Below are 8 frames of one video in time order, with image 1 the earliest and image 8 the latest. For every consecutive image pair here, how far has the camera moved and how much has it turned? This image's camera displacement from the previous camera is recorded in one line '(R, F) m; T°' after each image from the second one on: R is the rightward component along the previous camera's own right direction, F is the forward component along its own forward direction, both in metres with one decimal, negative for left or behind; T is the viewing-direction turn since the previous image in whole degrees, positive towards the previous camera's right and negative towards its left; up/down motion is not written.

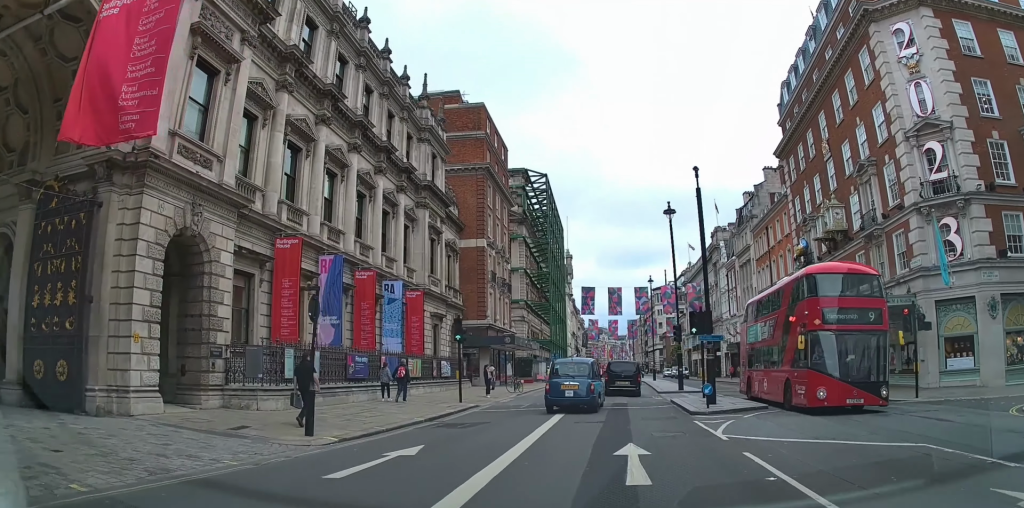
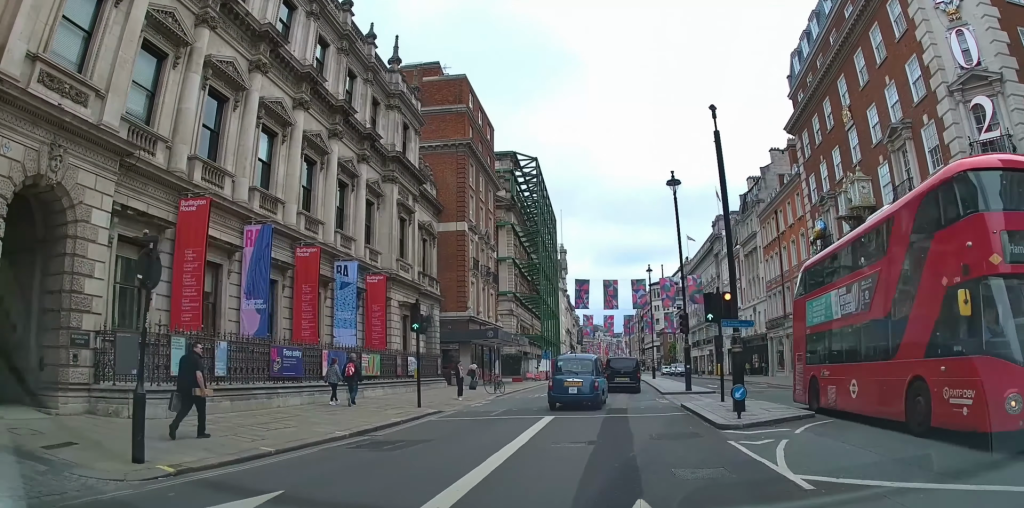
(0.0, +4.8) m; 0°
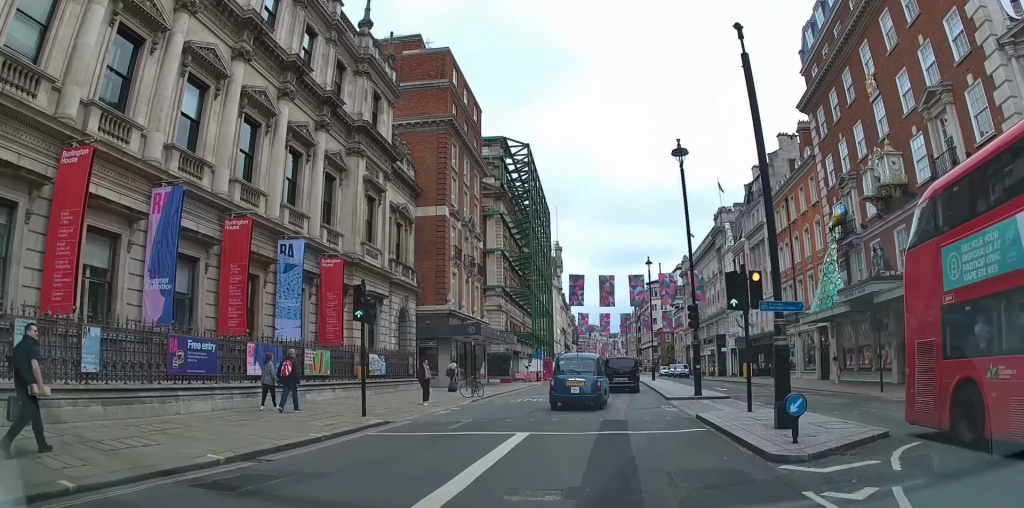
(+0.2, +4.5) m; 0°
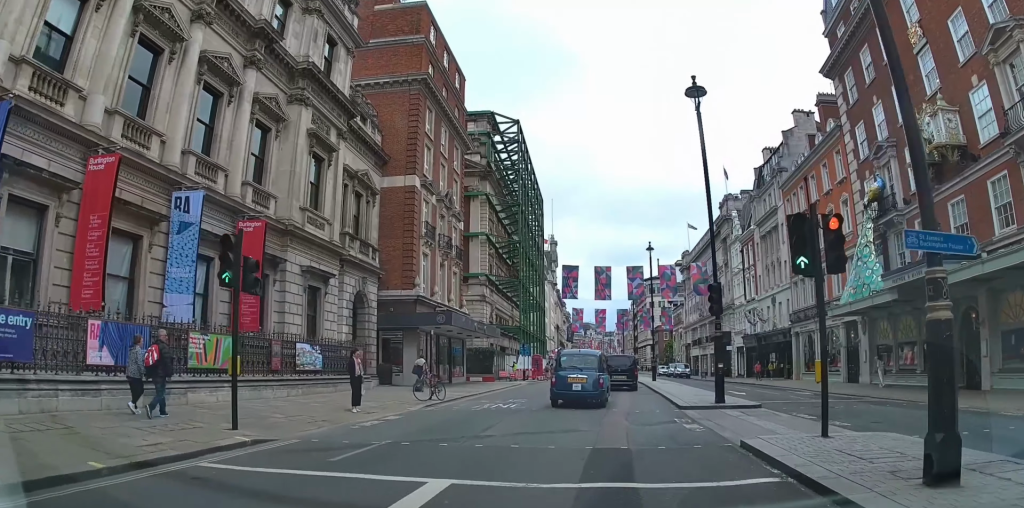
(-0.1, +6.0) m; 0°
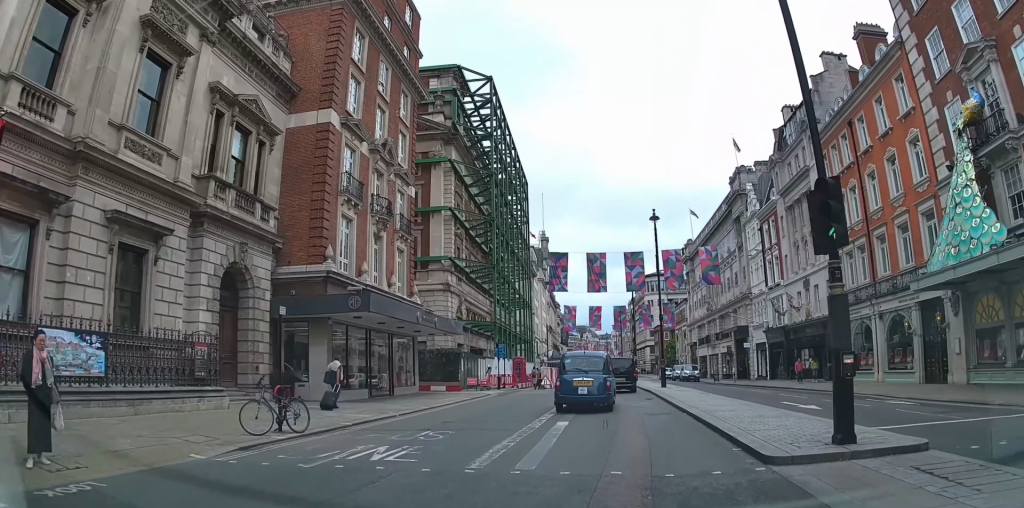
(0.0, +10.8) m; +1°
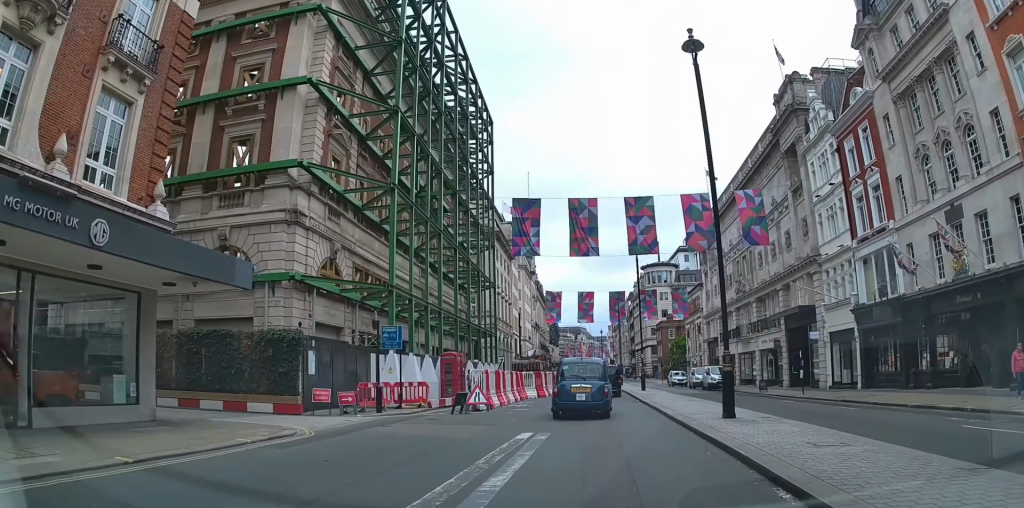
(+0.6, +20.8) m; +1°
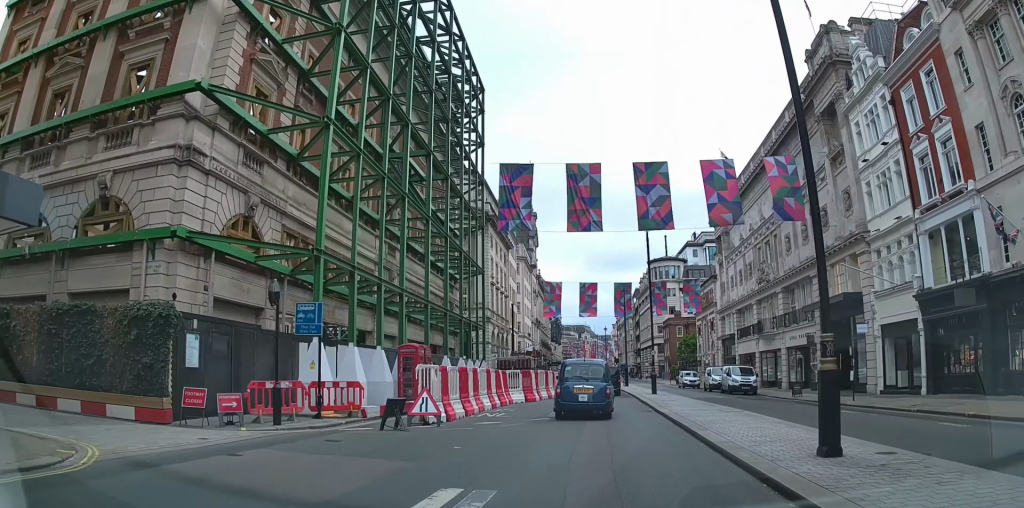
(-0.3, +6.7) m; -3°
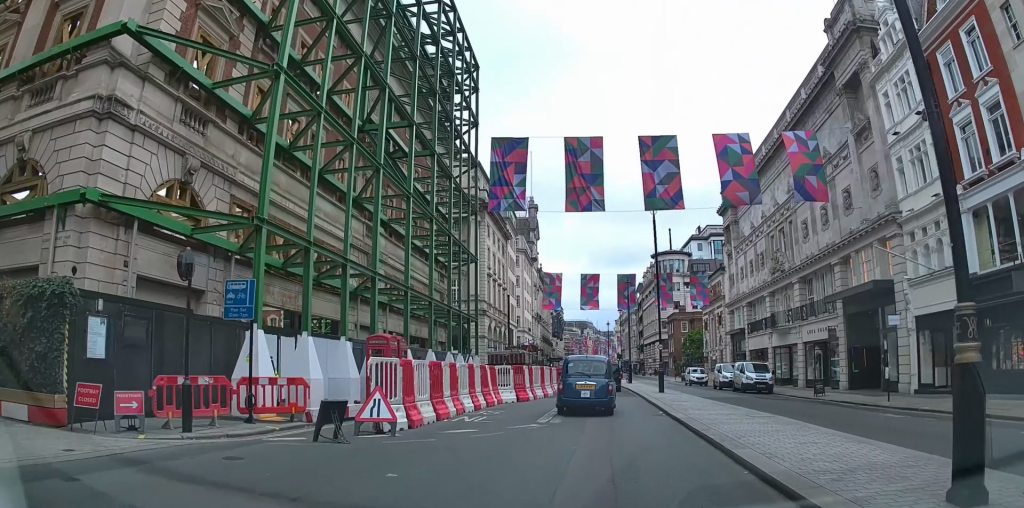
(0.0, +3.4) m; 0°
